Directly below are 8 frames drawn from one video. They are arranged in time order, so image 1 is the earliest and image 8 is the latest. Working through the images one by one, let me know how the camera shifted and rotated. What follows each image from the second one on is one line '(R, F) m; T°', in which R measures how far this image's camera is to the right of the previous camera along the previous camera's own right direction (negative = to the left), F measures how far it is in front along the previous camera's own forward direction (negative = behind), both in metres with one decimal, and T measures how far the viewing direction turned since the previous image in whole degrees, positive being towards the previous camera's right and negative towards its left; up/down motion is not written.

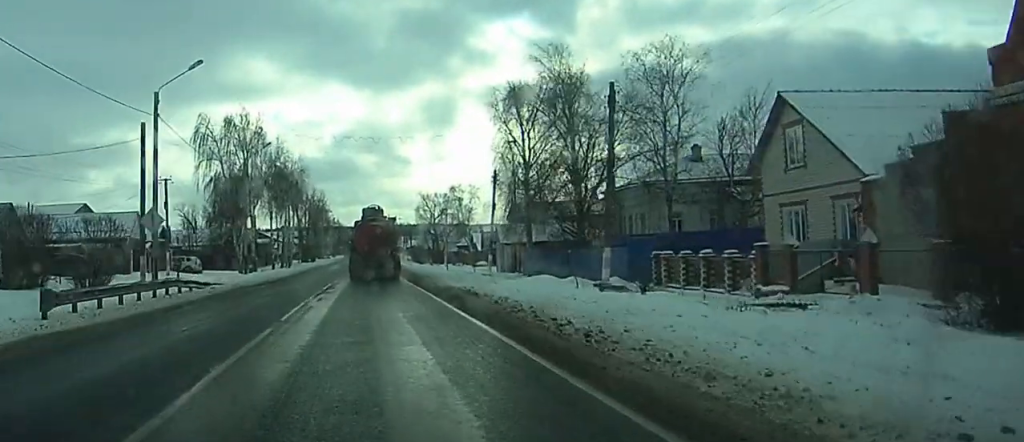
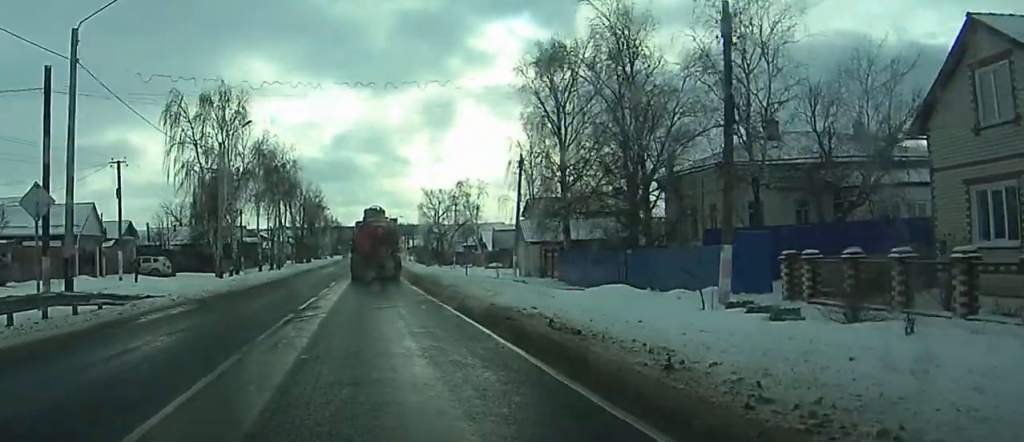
(+0.2, +10.8) m; +1°
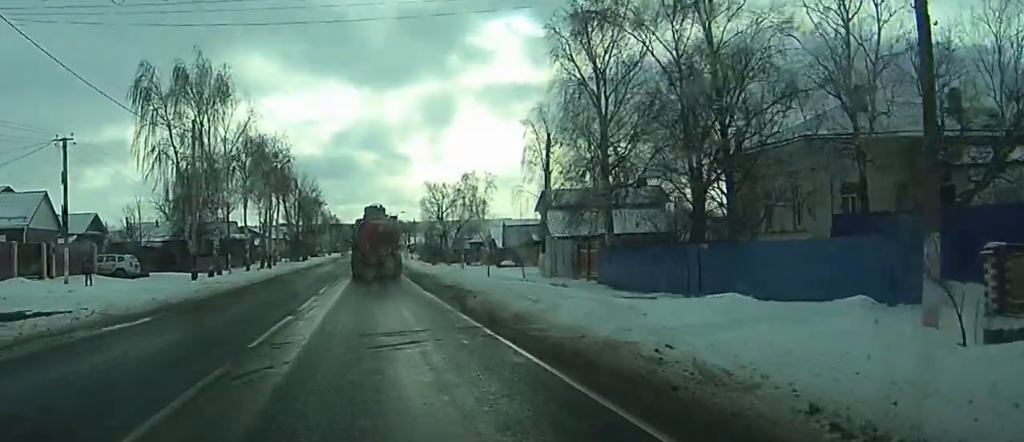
(0.0, +8.4) m; 0°
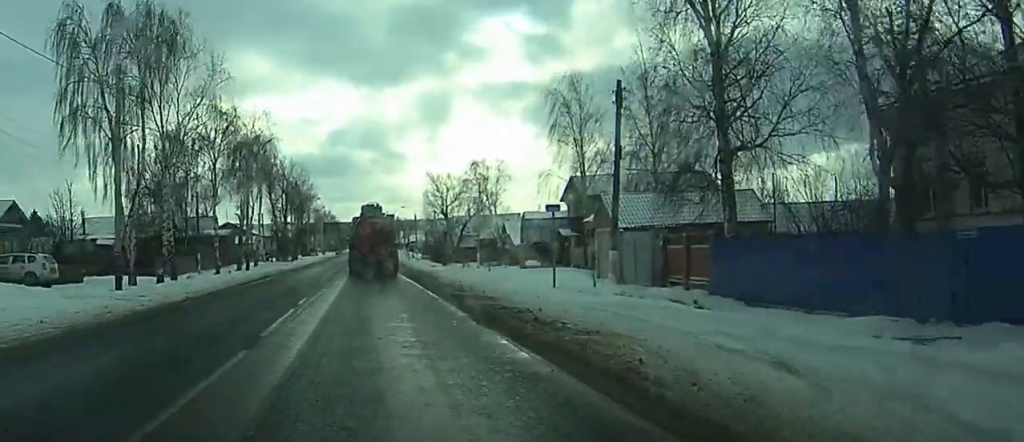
(0.0, +13.6) m; 0°
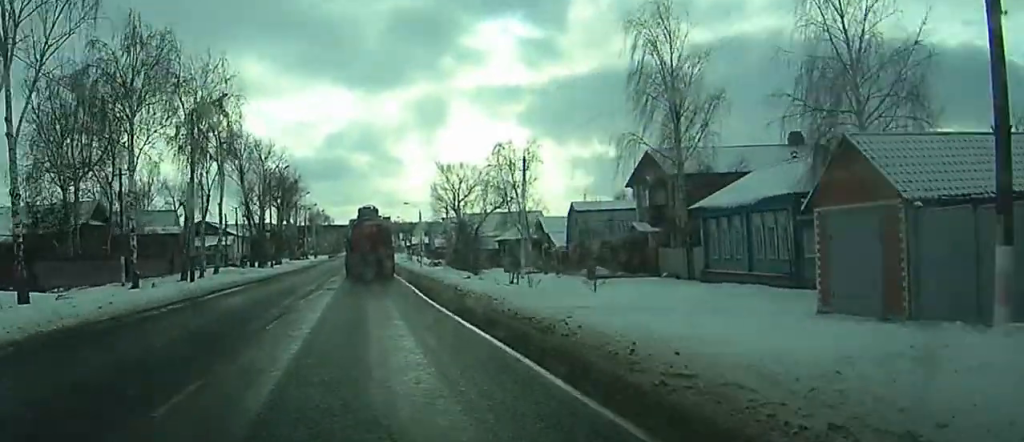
(+0.1, +21.0) m; 0°
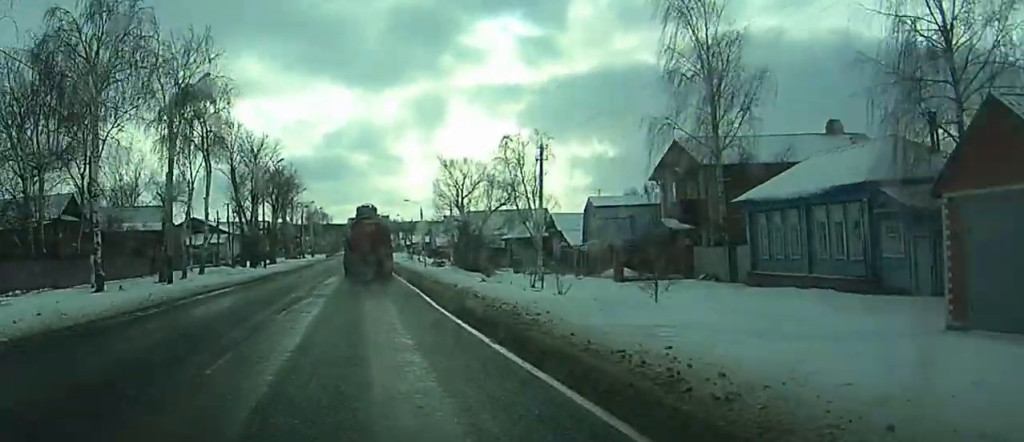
(0.0, +5.1) m; 0°
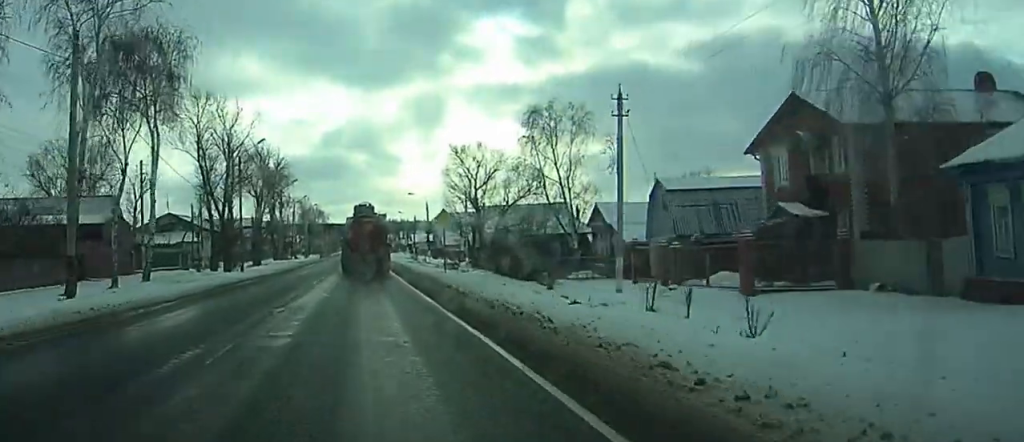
(0.0, +14.0) m; 0°
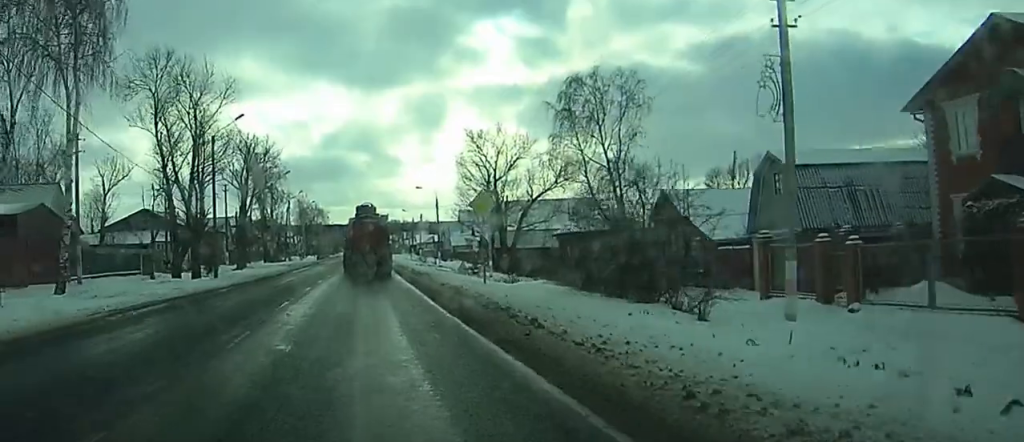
(0.0, +12.0) m; -2°
